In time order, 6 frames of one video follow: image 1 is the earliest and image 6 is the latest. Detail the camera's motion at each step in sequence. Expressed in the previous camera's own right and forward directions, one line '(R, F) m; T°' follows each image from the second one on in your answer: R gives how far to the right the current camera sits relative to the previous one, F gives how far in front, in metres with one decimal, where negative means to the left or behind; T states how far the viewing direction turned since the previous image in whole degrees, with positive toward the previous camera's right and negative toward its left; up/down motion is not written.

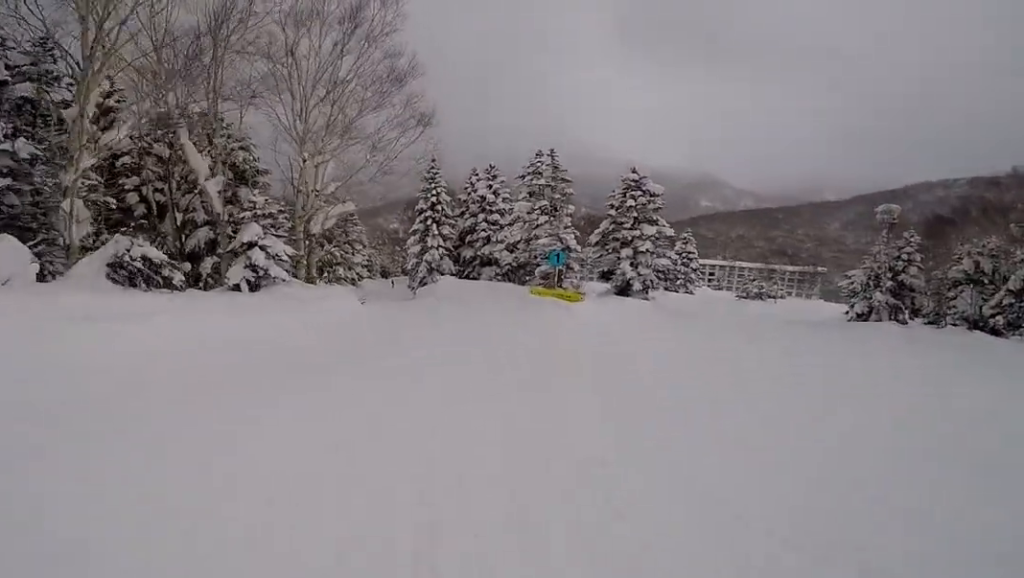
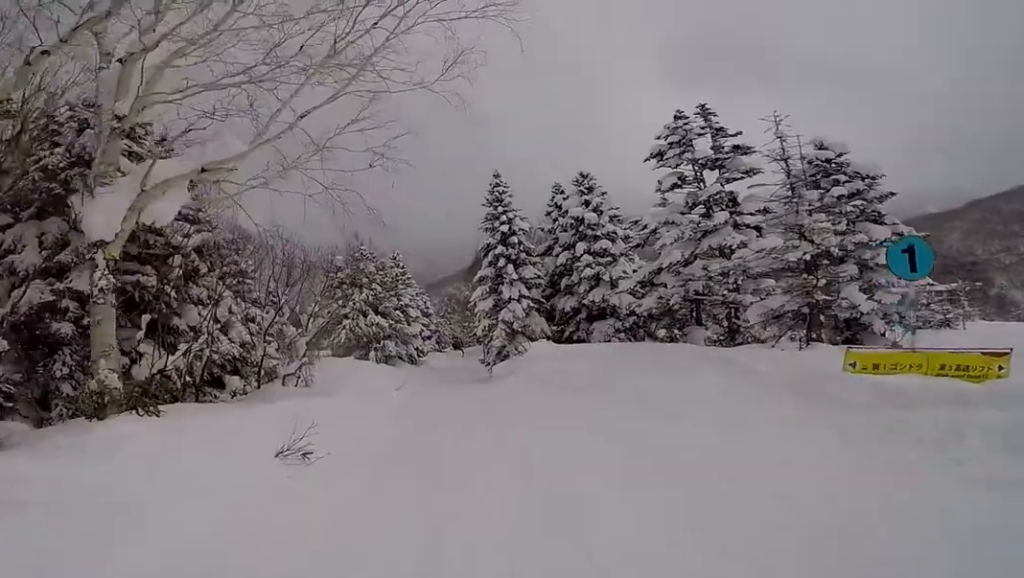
(-2.3, +13.2) m; -14°
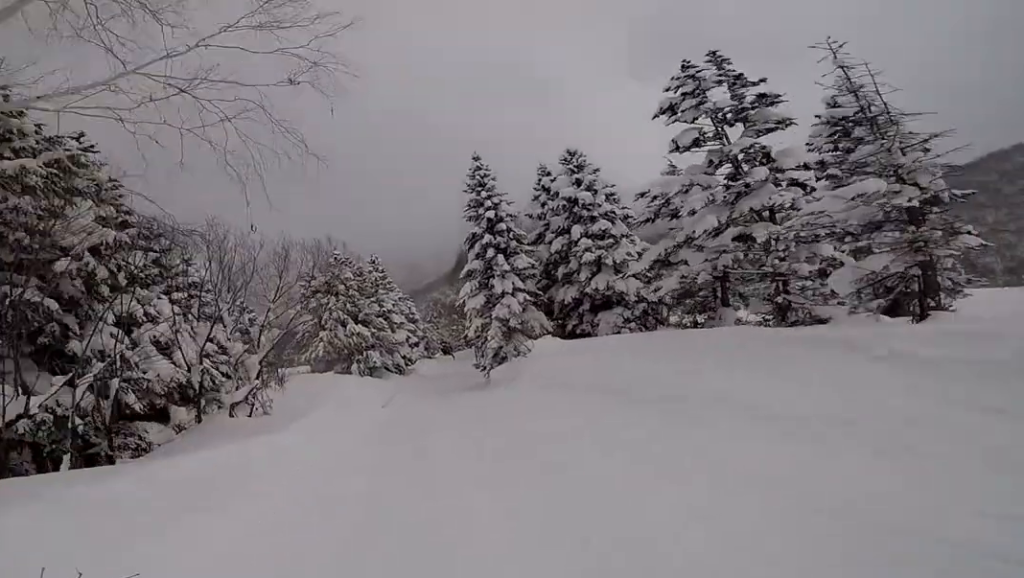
(0.0, +3.6) m; 0°
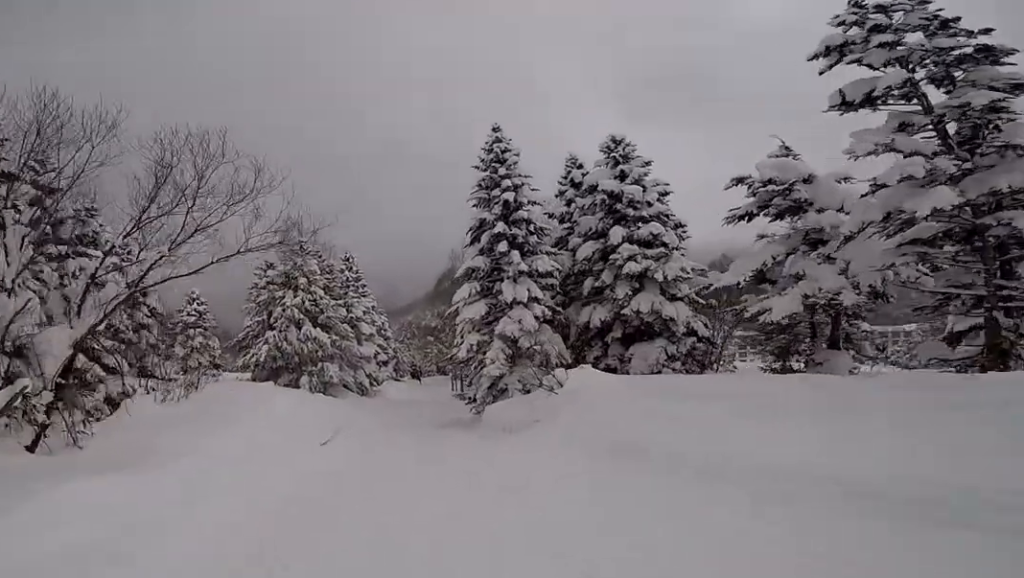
(0.0, +7.2) m; -5°
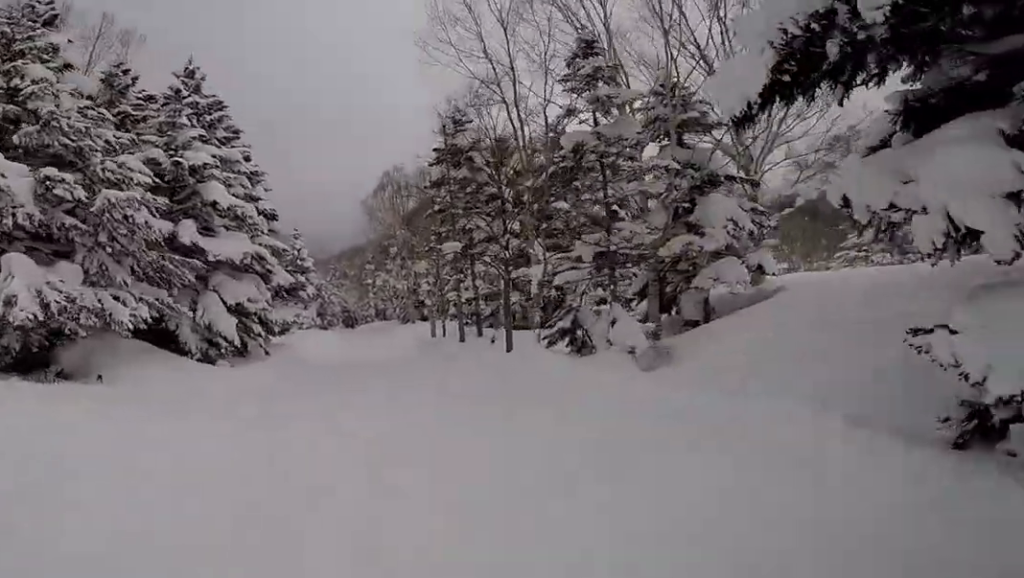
(-1.0, +20.1) m; +14°
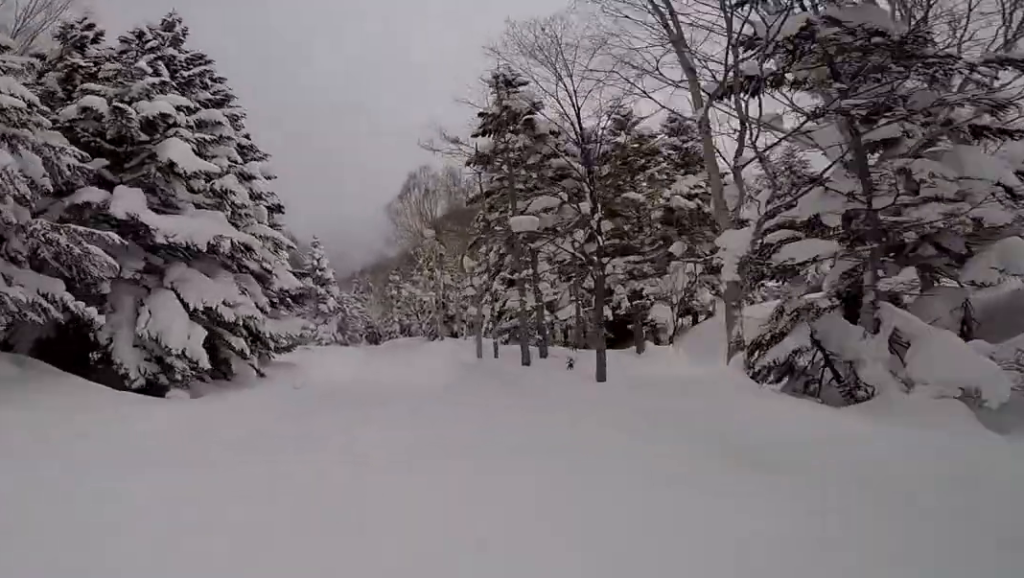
(+0.6, +4.5) m; +1°
